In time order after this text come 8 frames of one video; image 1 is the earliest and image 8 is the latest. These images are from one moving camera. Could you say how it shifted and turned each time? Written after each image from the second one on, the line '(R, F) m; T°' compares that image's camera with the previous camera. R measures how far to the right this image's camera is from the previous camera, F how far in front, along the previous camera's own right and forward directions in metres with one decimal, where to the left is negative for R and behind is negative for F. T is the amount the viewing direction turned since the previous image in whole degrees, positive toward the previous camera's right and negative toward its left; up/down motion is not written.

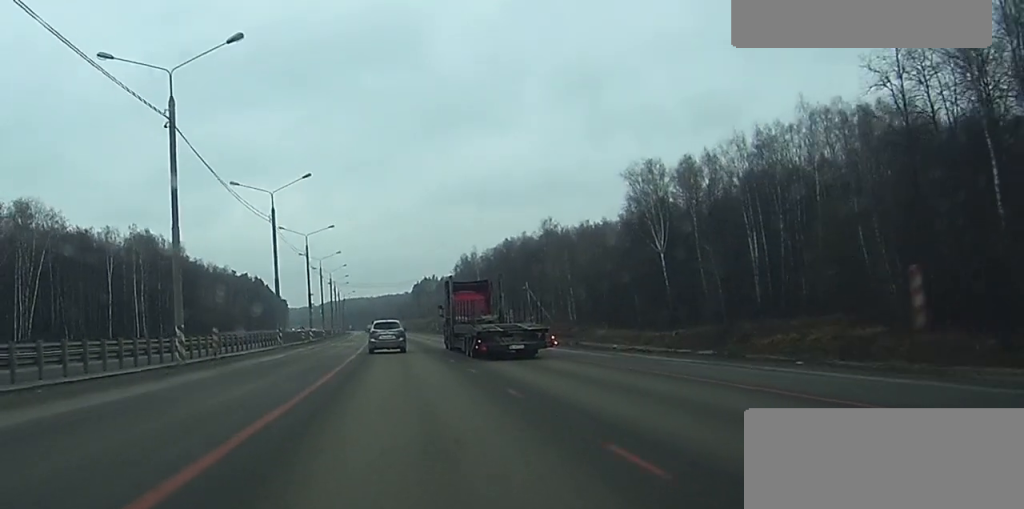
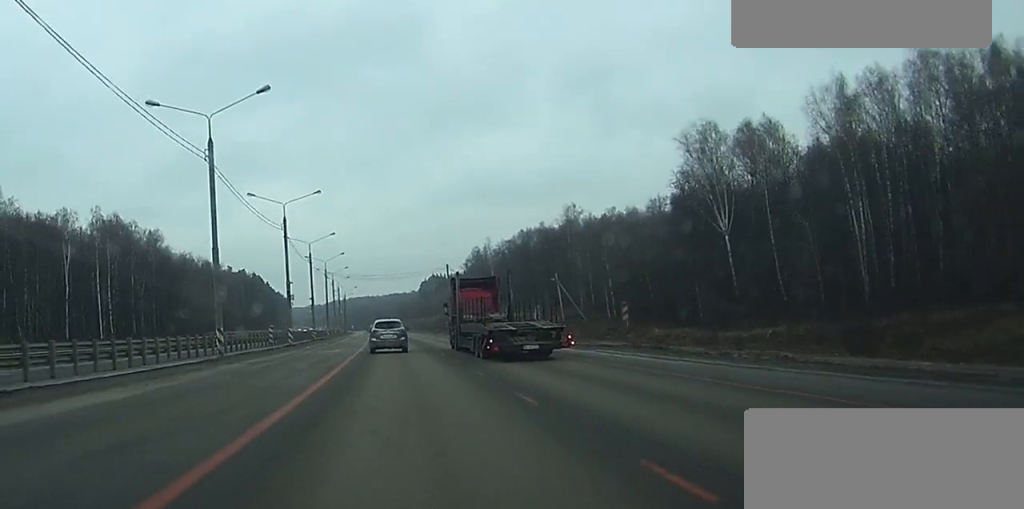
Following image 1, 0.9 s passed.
(-0.1, +25.2) m; 0°
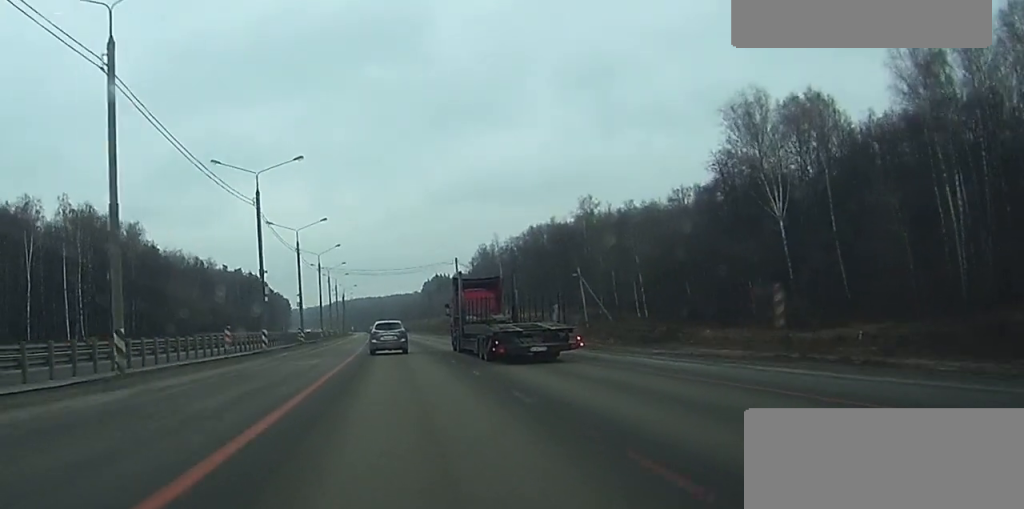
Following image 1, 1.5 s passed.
(0.0, +15.9) m; 0°
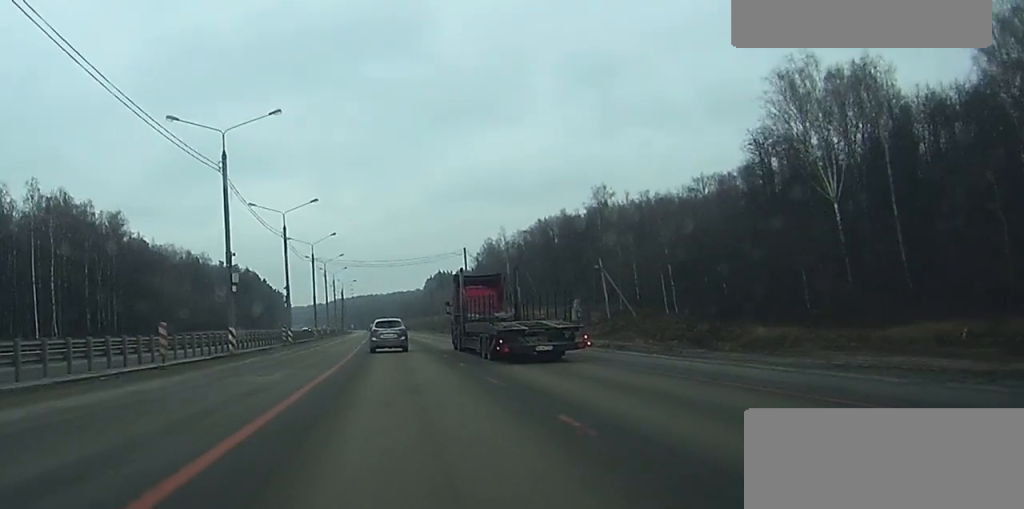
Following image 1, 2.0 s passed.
(0.0, +12.1) m; 0°
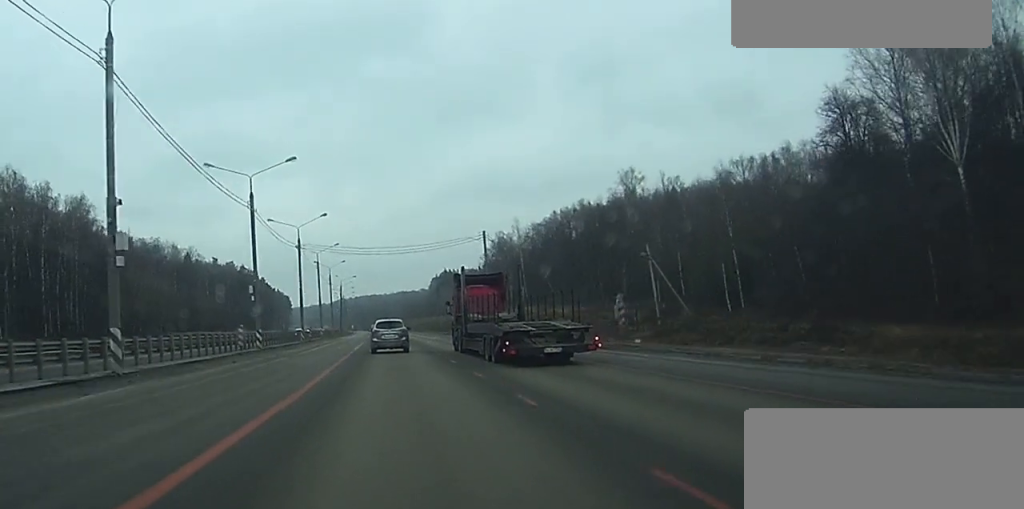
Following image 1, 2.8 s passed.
(-0.1, +19.0) m; 0°
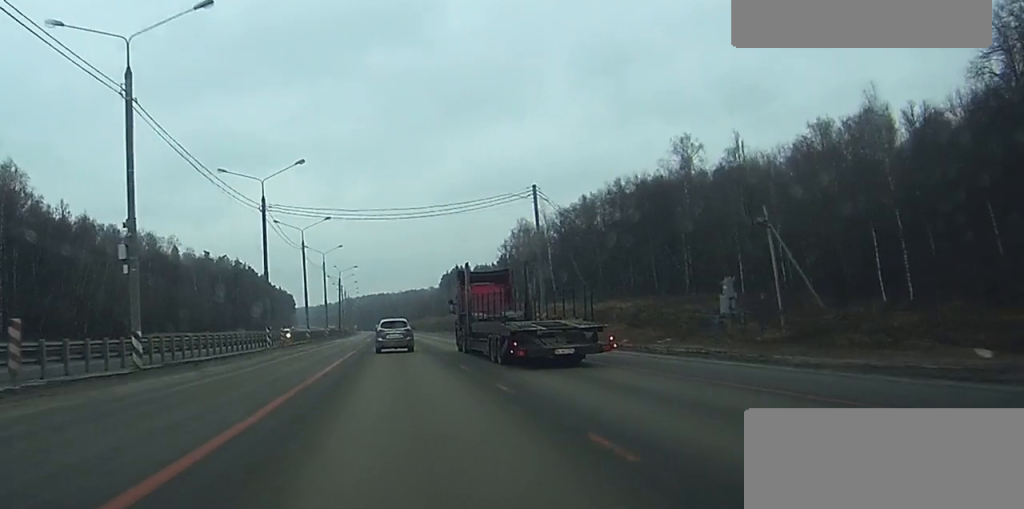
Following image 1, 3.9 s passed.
(-0.1, +26.2) m; -1°
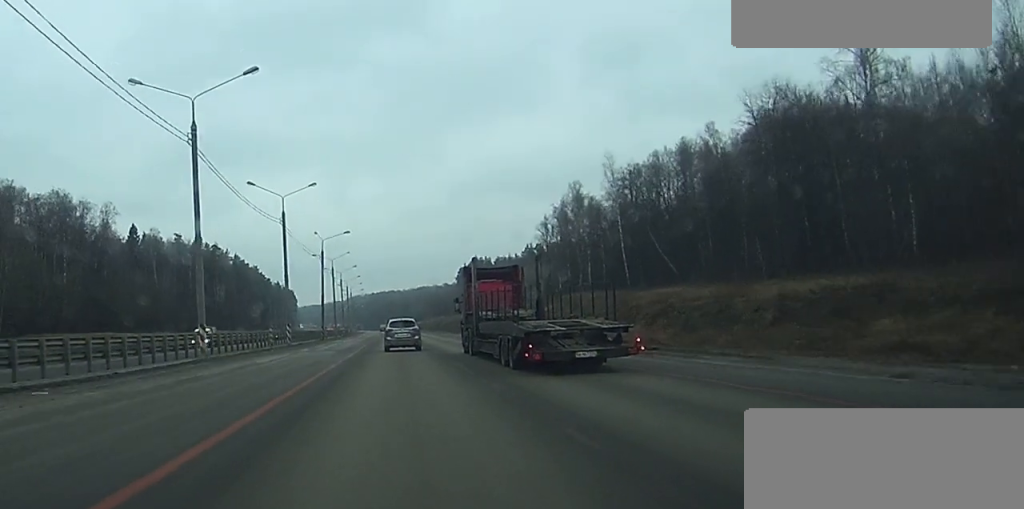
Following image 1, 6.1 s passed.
(+0.6, +50.0) m; +2°
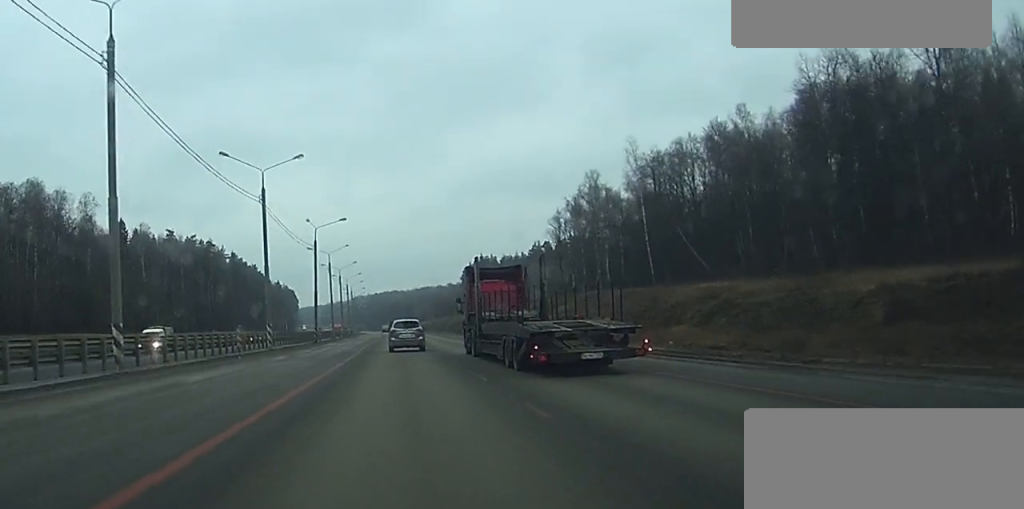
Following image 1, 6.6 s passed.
(-0.1, +14.8) m; 0°
